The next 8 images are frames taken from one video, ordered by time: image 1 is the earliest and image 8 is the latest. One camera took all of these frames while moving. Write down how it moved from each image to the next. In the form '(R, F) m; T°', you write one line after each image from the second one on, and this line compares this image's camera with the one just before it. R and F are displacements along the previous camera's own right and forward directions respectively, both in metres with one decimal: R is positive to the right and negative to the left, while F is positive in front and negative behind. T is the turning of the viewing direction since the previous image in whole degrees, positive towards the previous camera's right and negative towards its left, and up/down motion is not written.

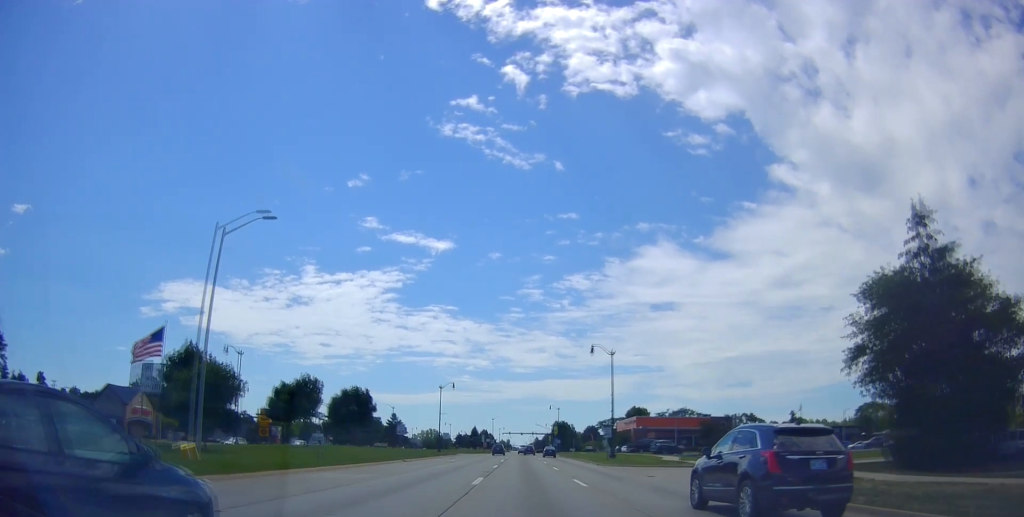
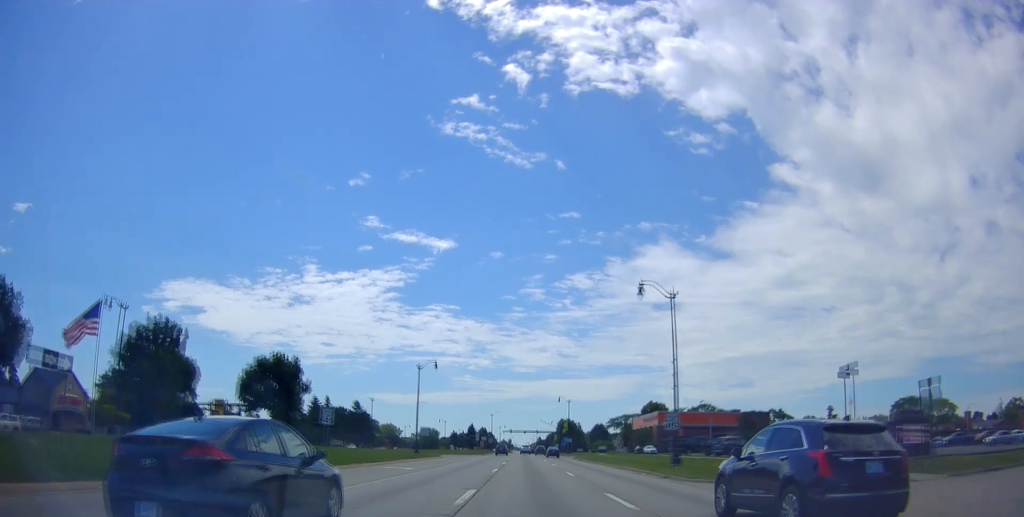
(0.0, +21.8) m; 0°
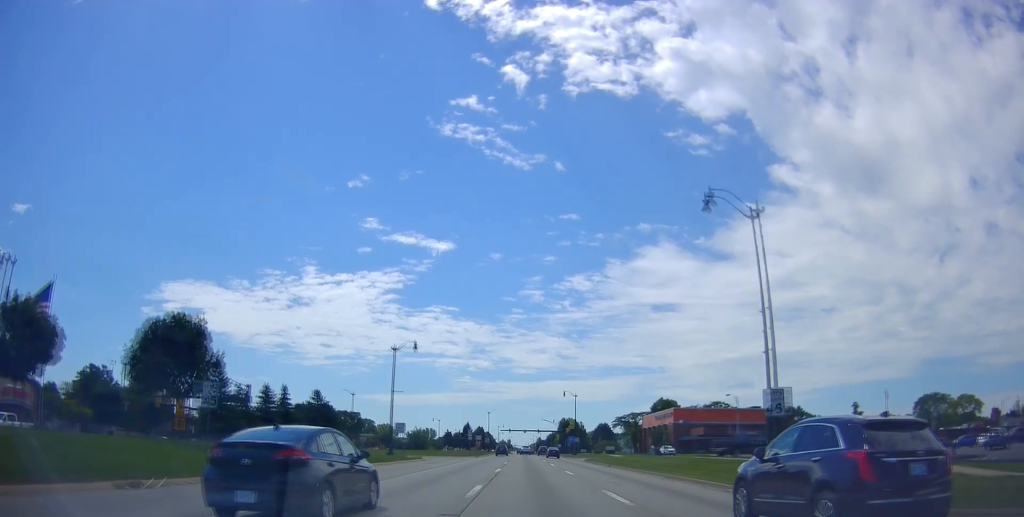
(+0.1, +13.5) m; -1°
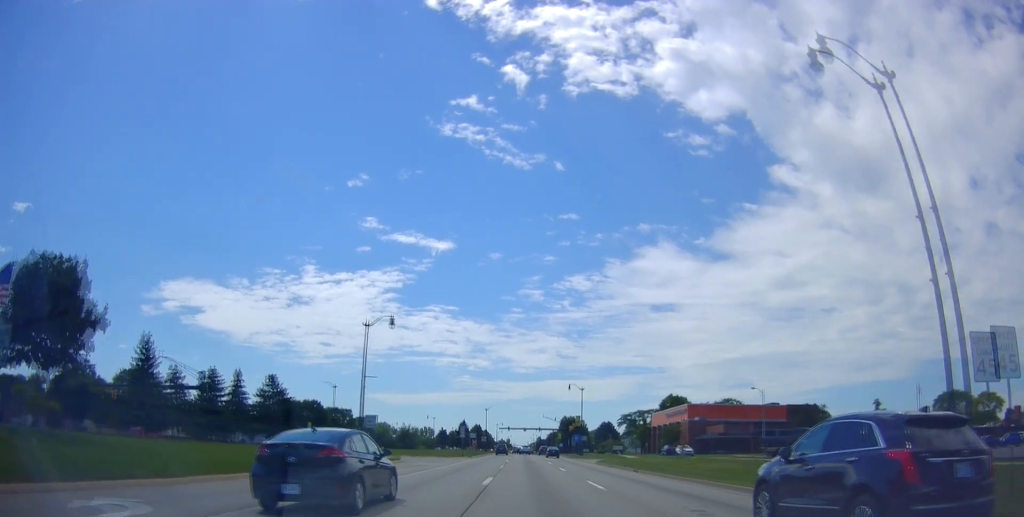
(-0.2, +10.3) m; 0°
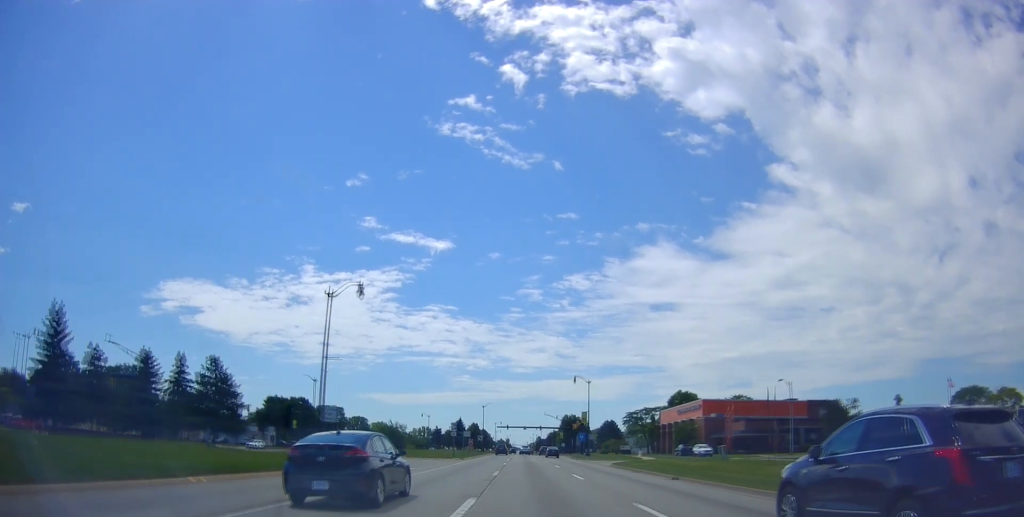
(-0.2, +9.1) m; 0°
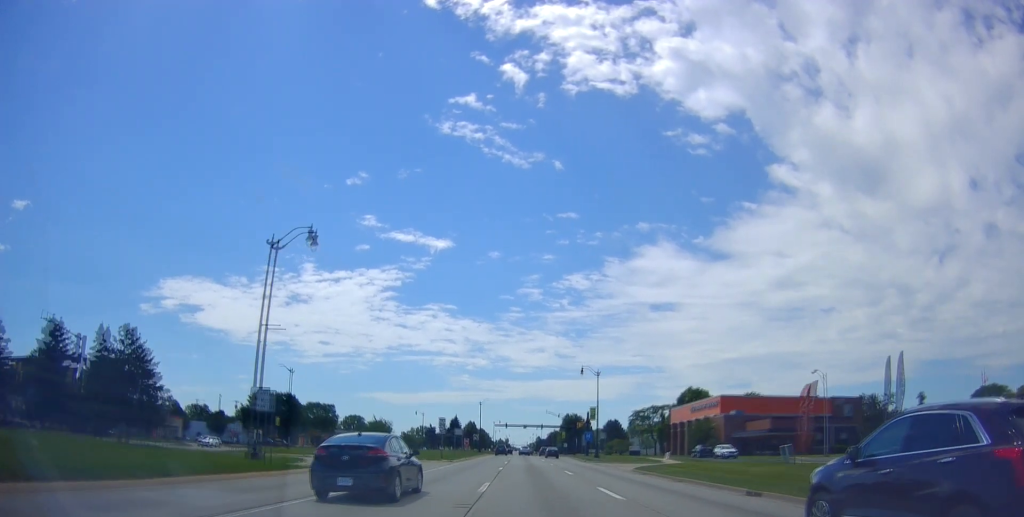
(+0.2, +9.2) m; +1°
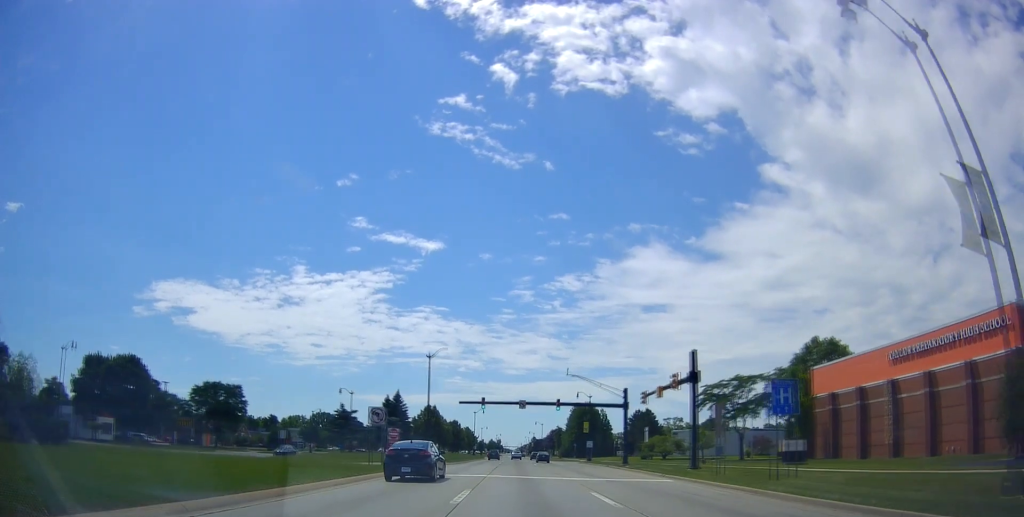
(-1.0, +61.8) m; -1°
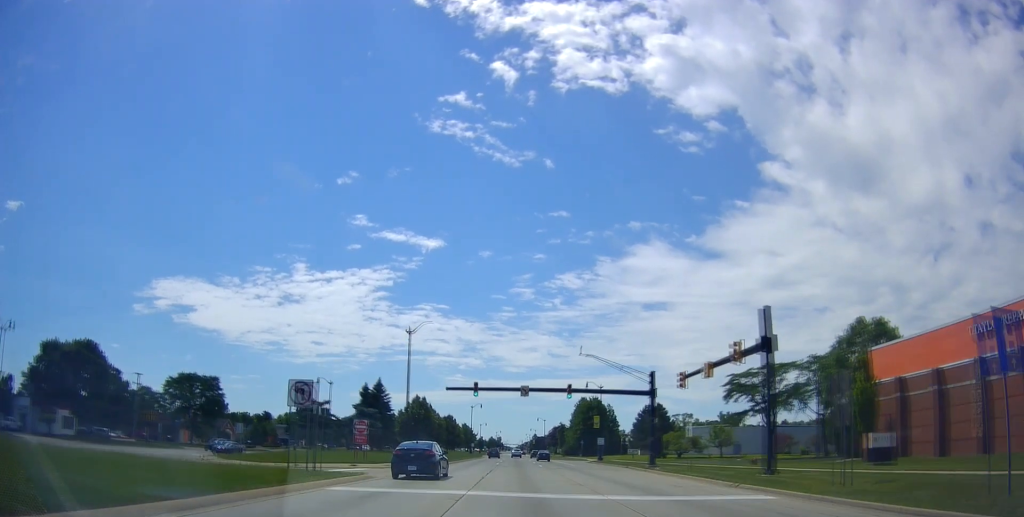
(+0.1, +11.0) m; 0°
